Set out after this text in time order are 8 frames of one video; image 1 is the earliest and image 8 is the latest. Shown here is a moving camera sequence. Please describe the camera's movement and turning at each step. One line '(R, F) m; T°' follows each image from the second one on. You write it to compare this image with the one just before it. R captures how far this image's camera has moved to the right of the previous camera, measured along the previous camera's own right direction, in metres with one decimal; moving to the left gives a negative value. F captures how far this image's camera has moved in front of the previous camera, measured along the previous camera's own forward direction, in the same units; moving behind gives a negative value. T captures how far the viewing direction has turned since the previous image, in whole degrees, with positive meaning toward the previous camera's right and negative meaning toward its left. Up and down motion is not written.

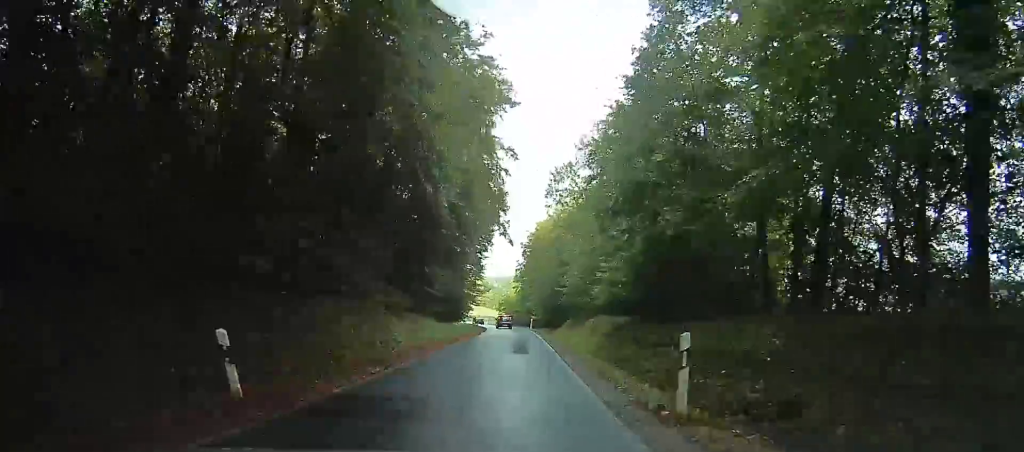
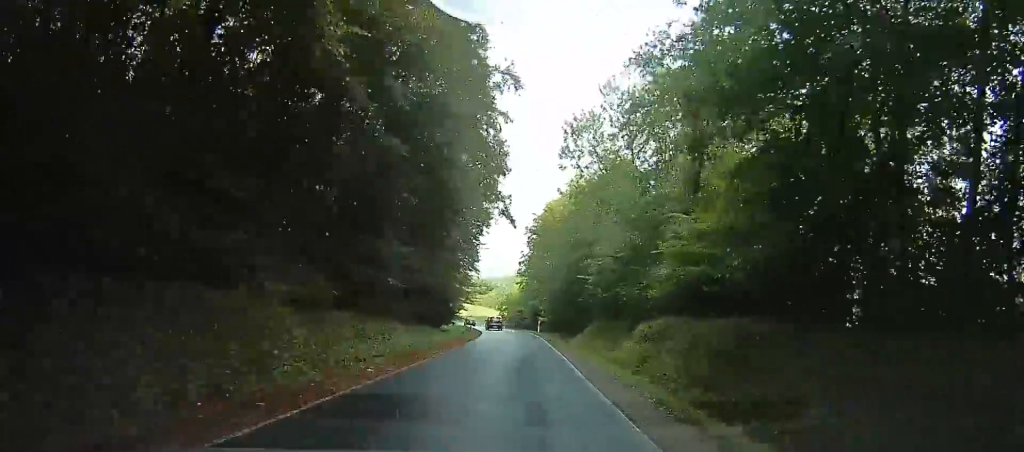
(0.0, +11.0) m; 0°
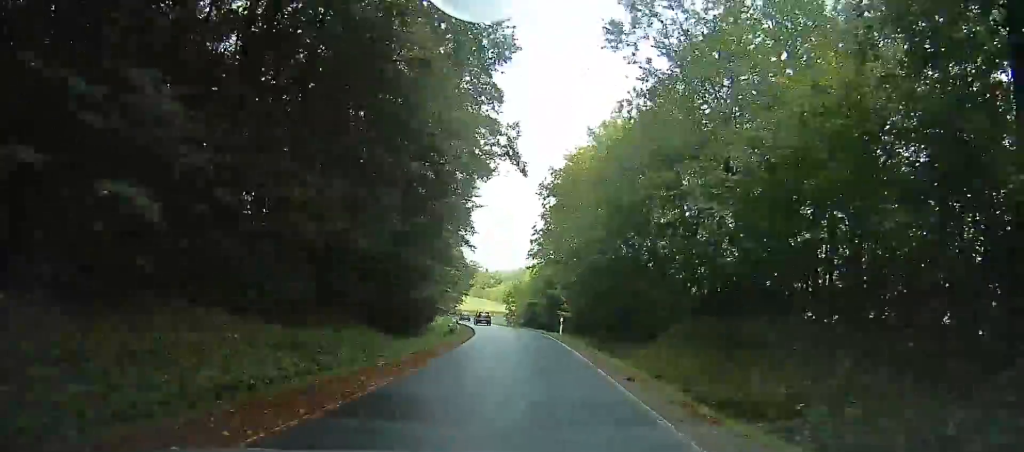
(0.0, +14.4) m; 0°
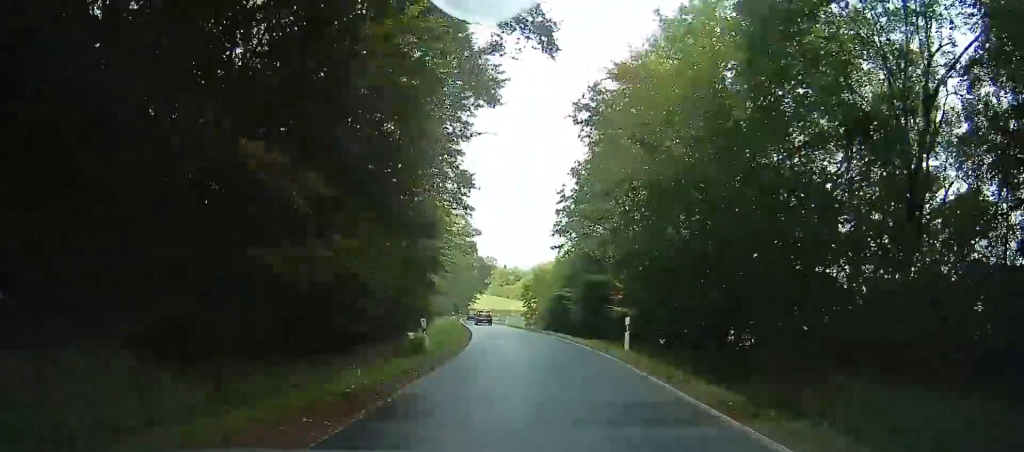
(0.0, +13.2) m; 0°
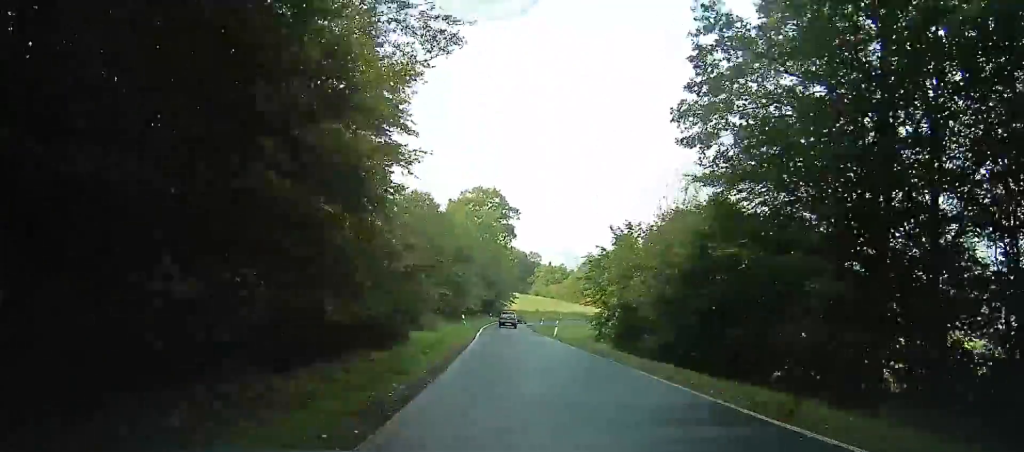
(0.0, +22.5) m; 0°
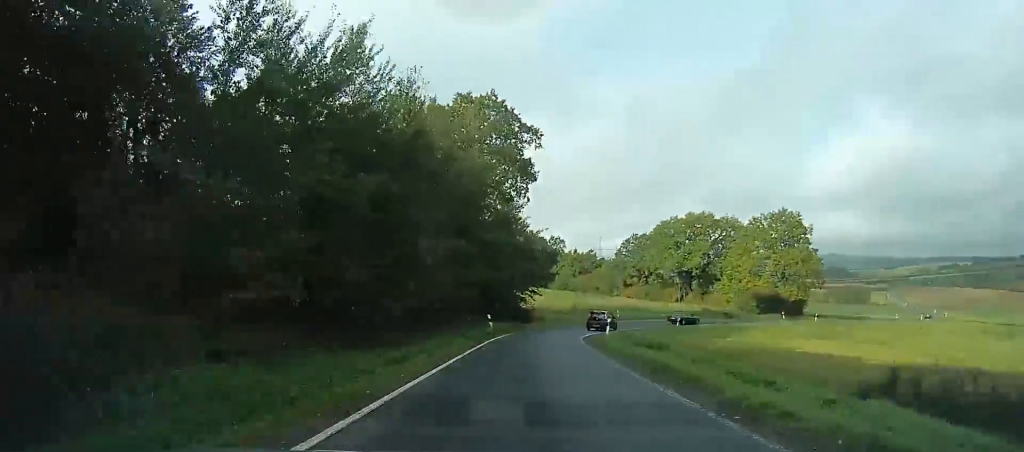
(0.0, +36.4) m; 0°
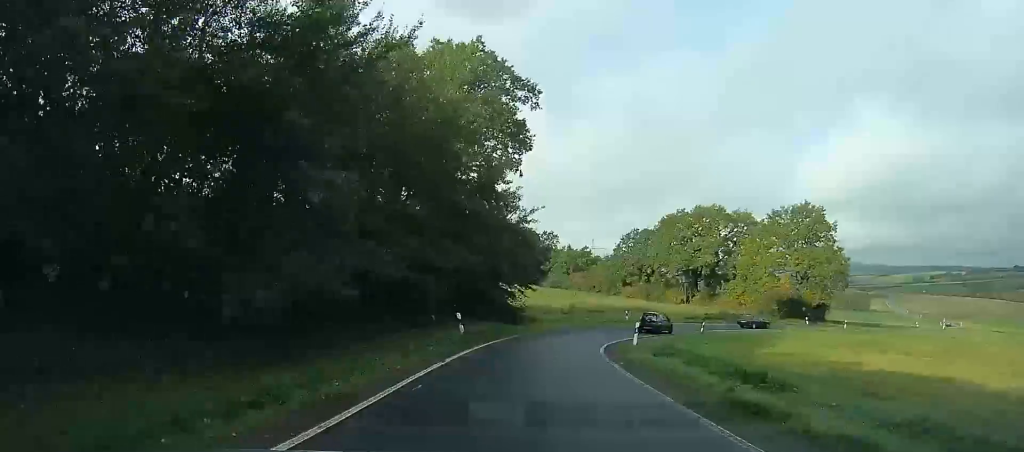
(0.0, +8.7) m; 0°
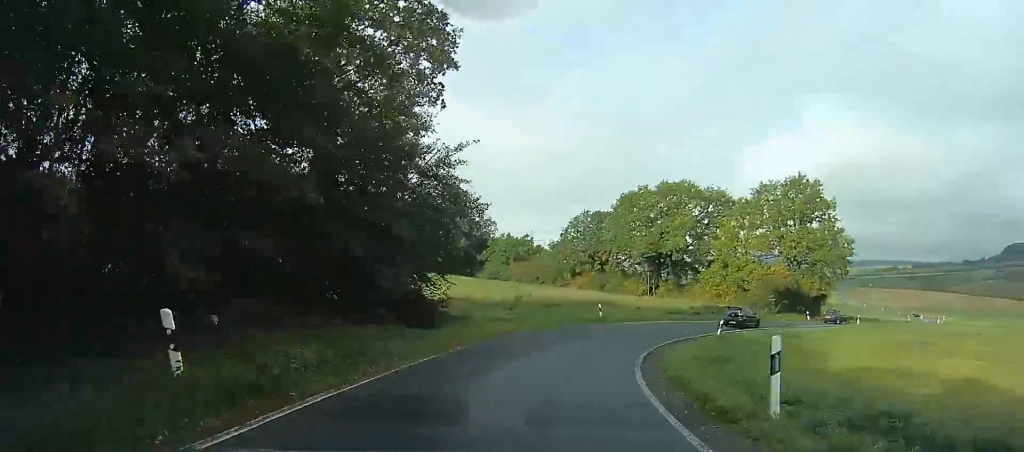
(0.0, +13.2) m; 0°
